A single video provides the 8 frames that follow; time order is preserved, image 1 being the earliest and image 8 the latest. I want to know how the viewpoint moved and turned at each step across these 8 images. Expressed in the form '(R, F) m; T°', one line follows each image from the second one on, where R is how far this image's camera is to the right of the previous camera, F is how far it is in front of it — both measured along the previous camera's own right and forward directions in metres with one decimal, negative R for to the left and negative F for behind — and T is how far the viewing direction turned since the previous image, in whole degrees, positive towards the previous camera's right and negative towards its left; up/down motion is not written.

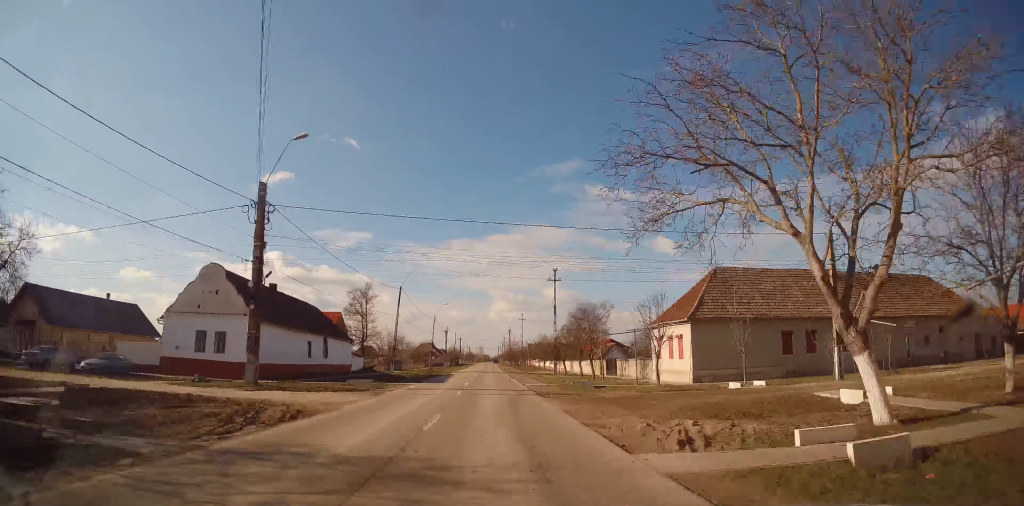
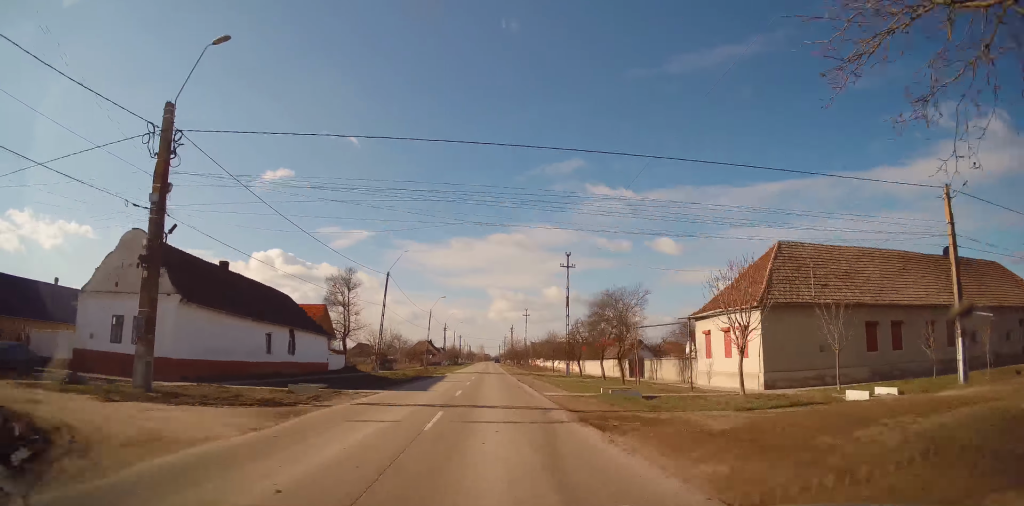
(+0.1, +9.7) m; 0°
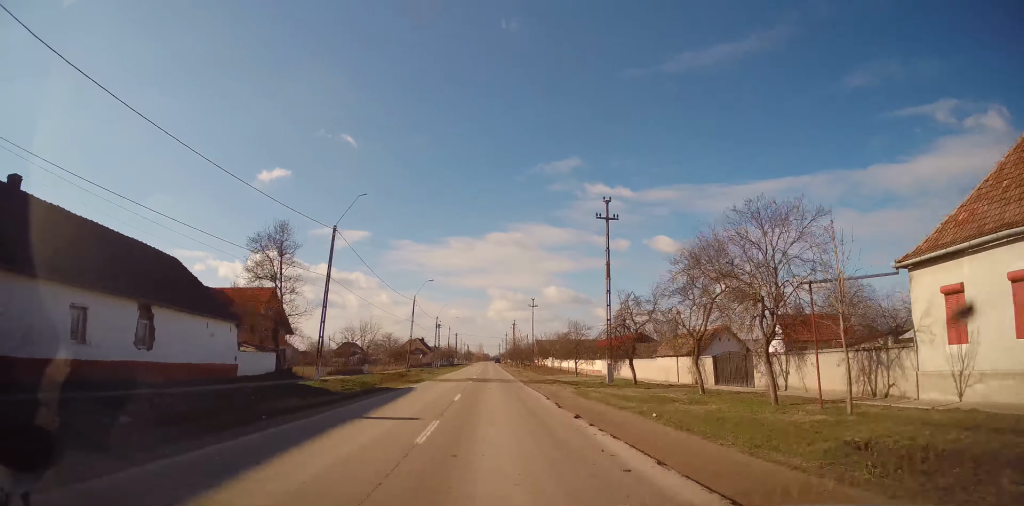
(-0.4, +20.0) m; 0°
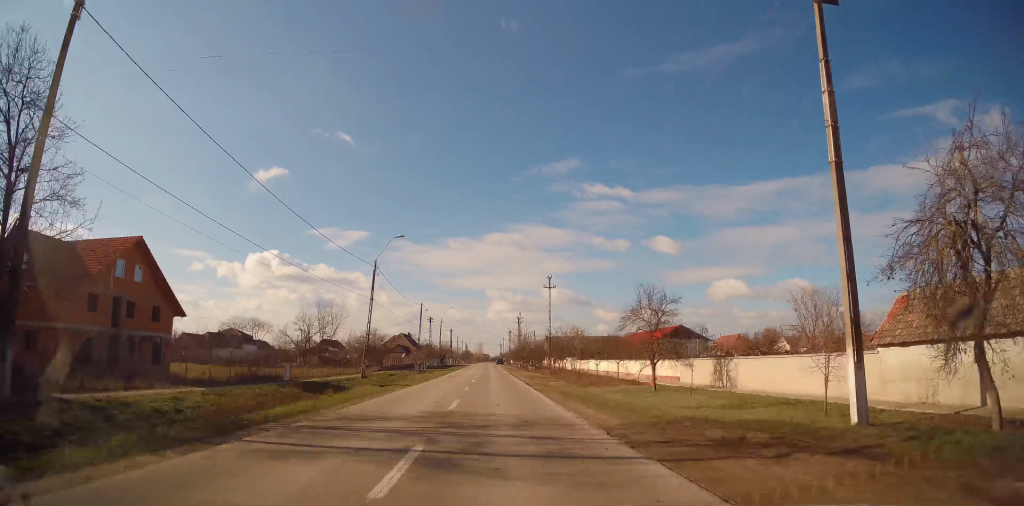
(+0.3, +26.1) m; +1°
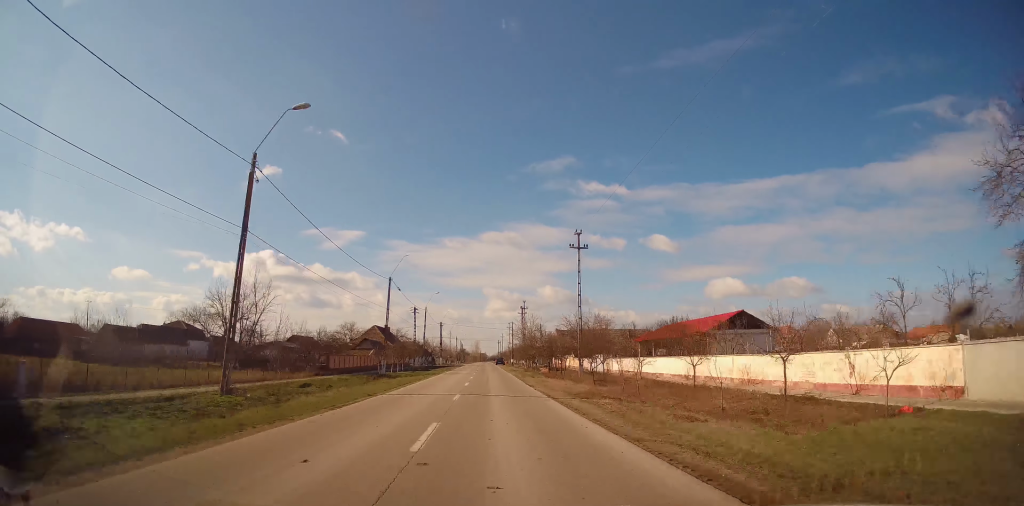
(+0.1, +24.7) m; 0°
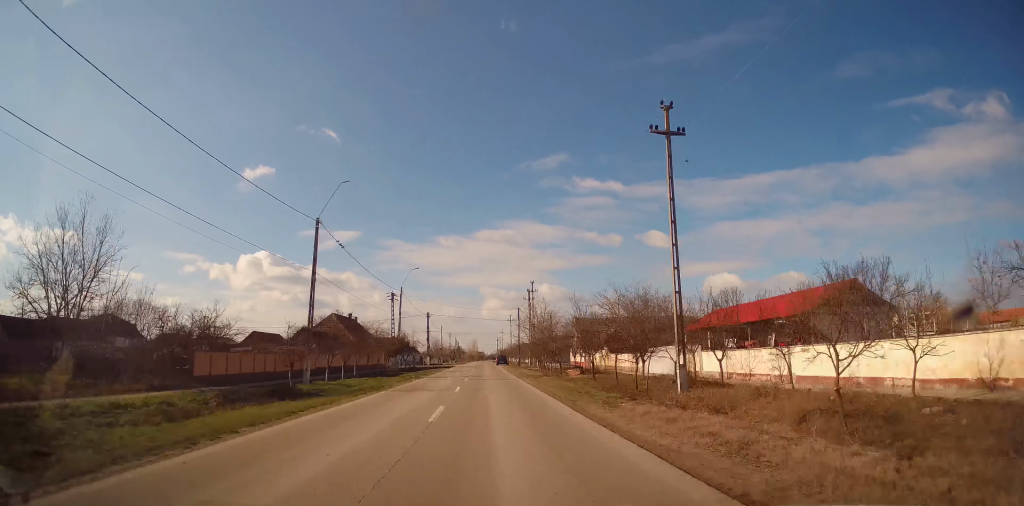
(0.0, +24.0) m; 0°
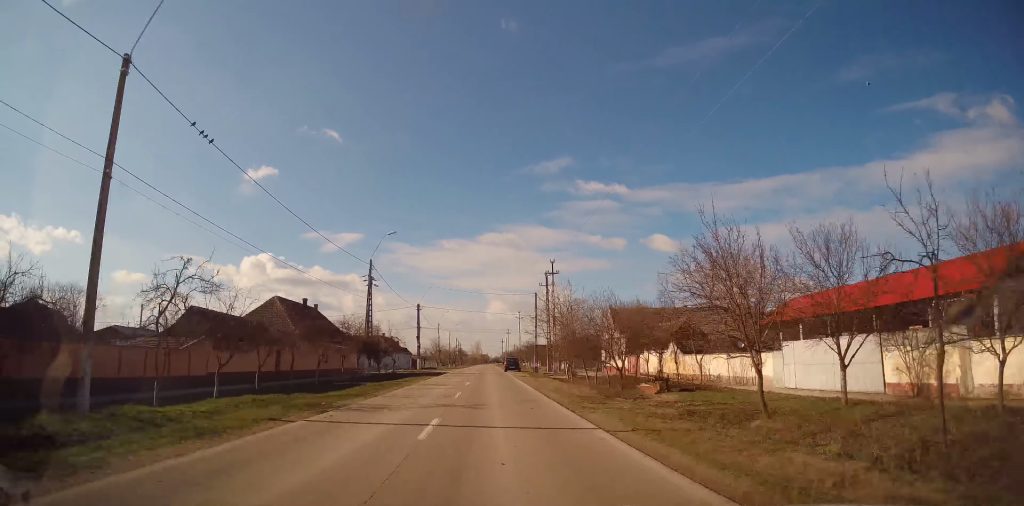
(-0.1, +20.5) m; 0°
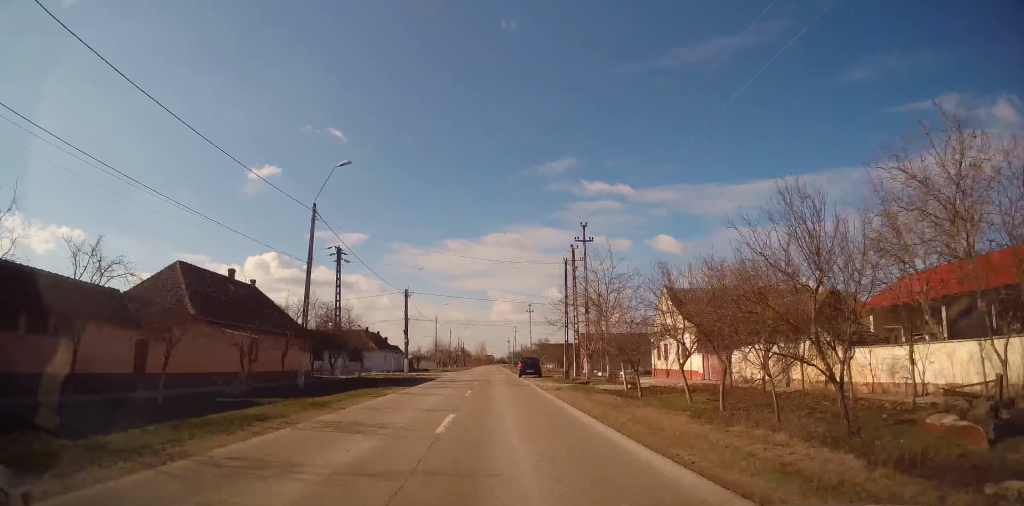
(+0.1, +17.5) m; 0°
